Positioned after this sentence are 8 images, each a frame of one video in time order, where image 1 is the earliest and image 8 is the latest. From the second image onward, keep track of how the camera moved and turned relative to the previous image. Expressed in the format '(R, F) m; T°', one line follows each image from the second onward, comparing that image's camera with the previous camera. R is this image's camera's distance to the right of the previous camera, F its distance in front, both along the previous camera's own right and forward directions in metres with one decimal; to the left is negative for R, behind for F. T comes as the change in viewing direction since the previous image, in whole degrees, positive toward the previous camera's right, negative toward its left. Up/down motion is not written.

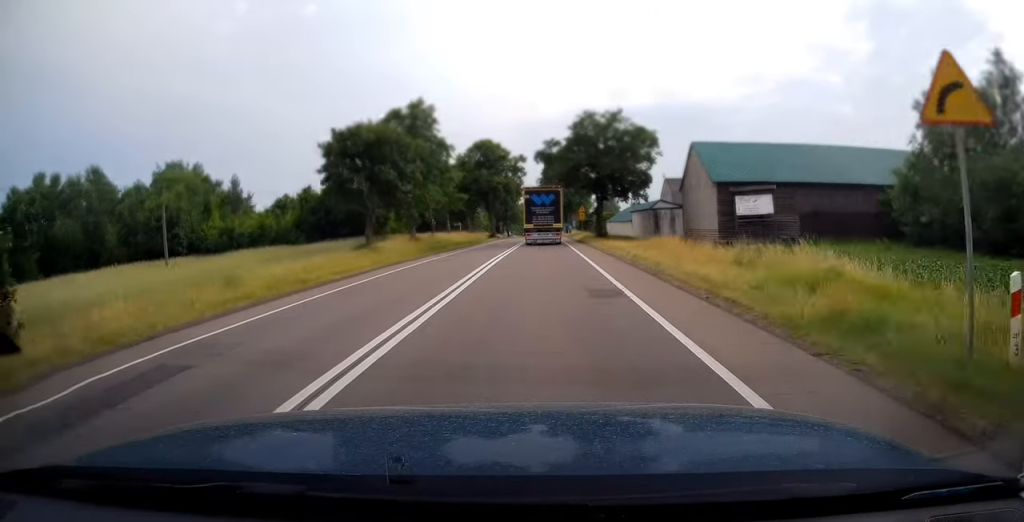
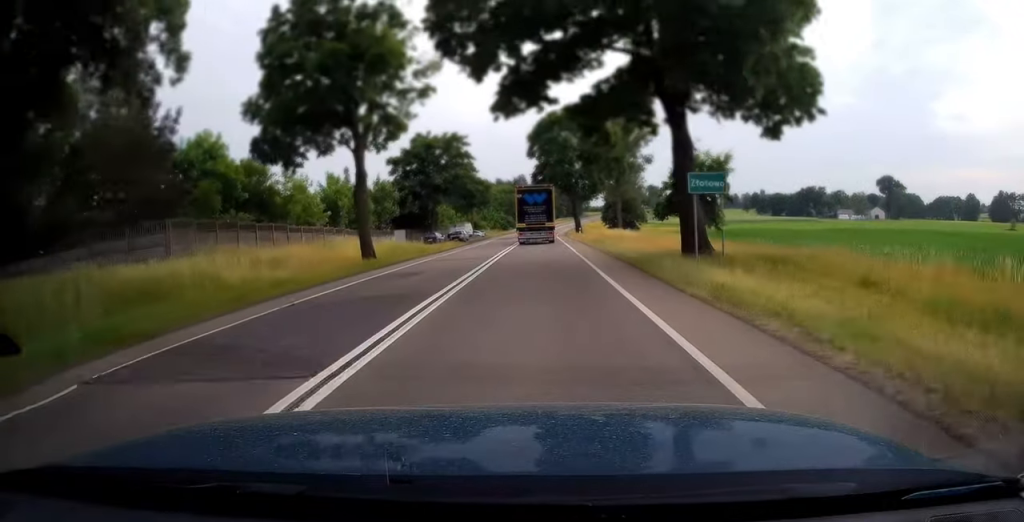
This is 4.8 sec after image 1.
(-0.5, +107.6) m; 0°
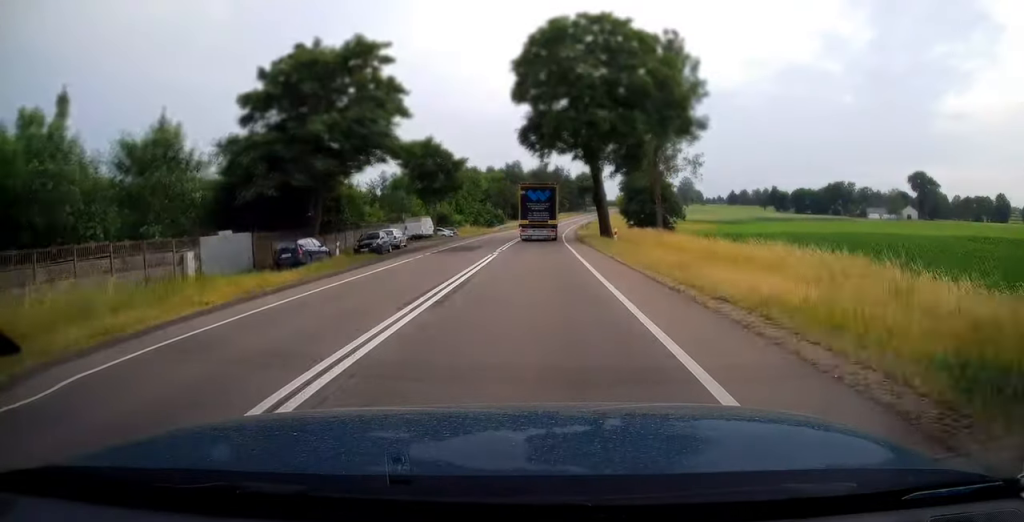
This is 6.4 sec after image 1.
(+0.1, +35.2) m; +1°
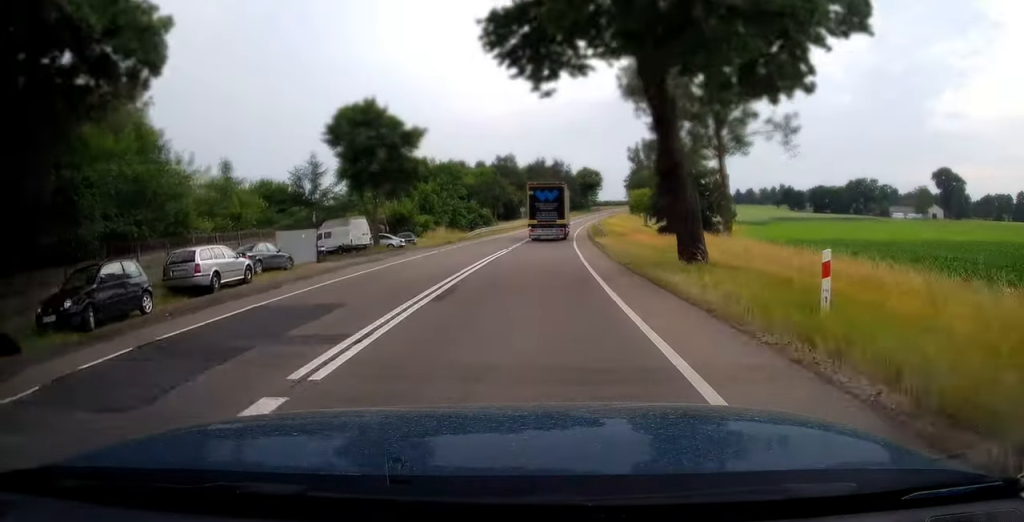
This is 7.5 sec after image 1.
(-0.1, +24.7) m; +1°
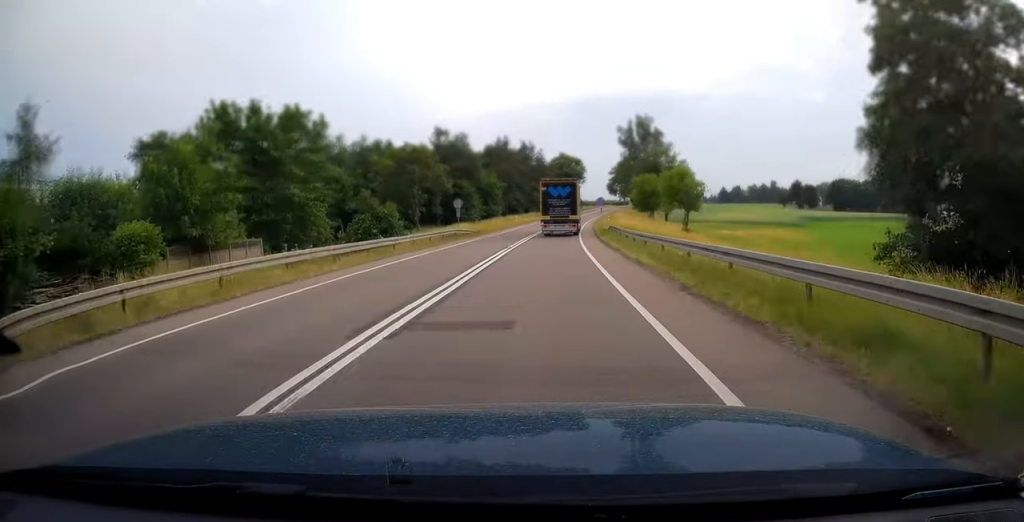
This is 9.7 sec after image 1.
(+1.6, +49.3) m; +3°
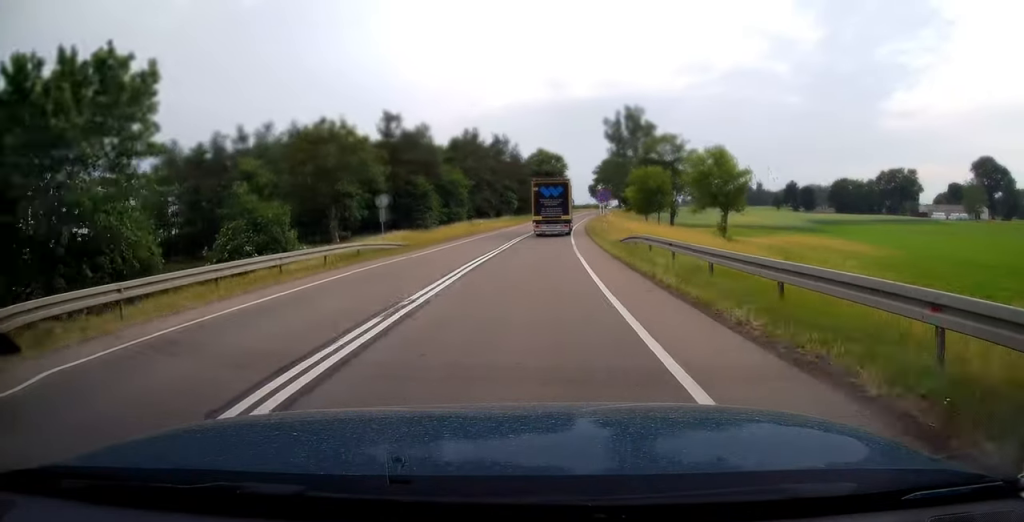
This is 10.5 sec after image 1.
(+0.4, +19.4) m; +1°
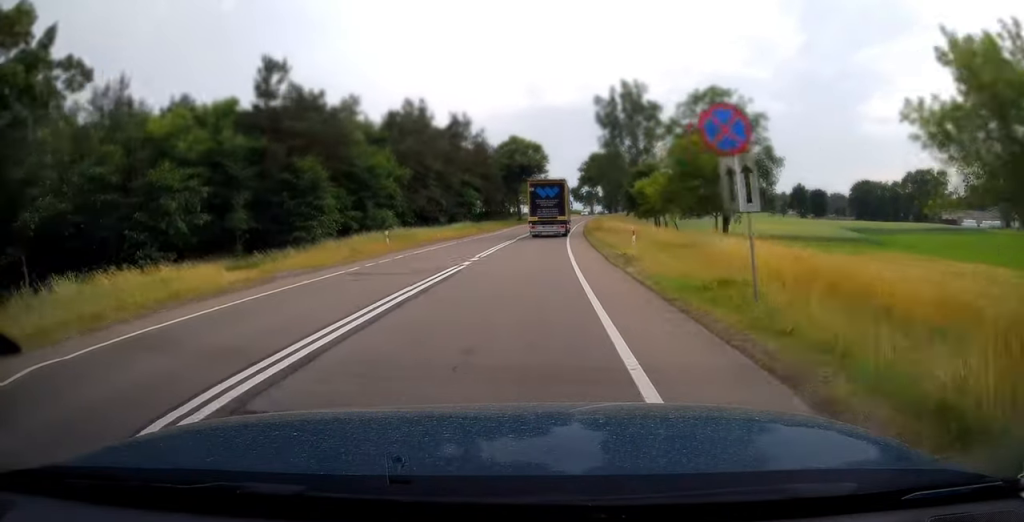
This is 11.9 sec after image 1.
(+0.5, +30.6) m; +2°
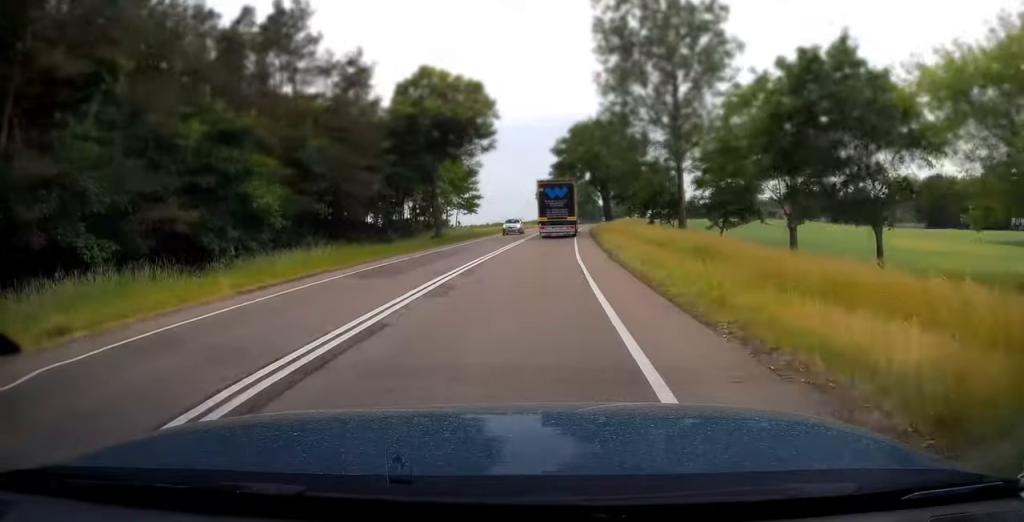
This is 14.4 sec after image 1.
(+1.5, +55.6) m; +3°
